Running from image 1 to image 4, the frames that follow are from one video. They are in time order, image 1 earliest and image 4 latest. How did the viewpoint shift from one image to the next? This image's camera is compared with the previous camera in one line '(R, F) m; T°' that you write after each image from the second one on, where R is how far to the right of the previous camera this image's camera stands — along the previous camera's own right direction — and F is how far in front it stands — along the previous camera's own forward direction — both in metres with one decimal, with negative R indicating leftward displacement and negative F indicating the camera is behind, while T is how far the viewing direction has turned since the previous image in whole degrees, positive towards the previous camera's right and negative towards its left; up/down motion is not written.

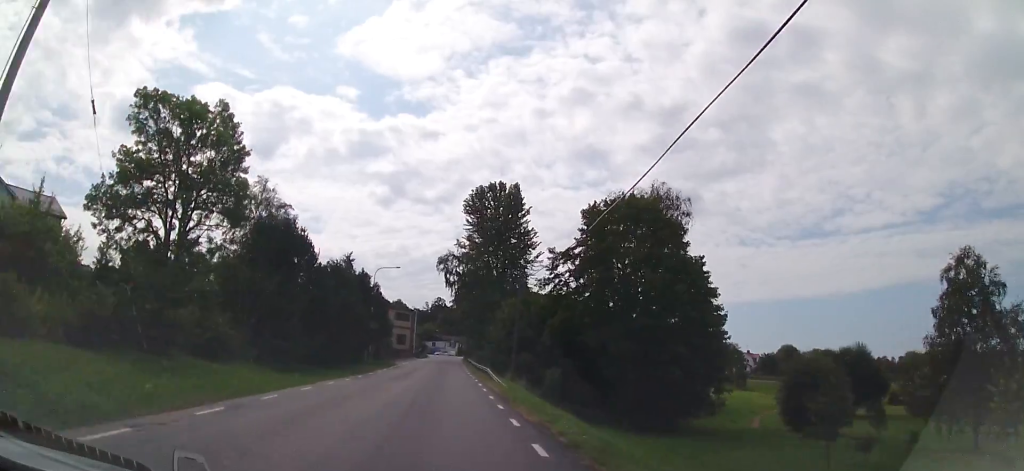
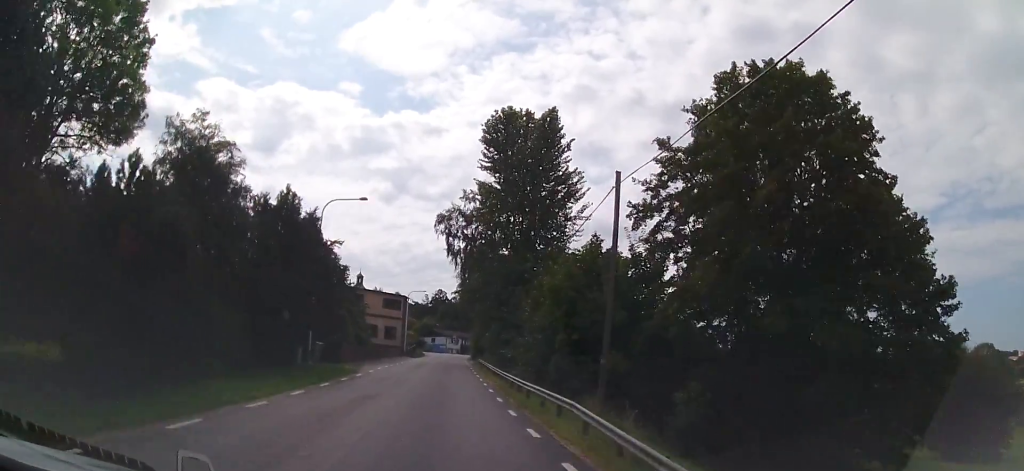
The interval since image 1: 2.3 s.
(+0.9, +19.8) m; +2°
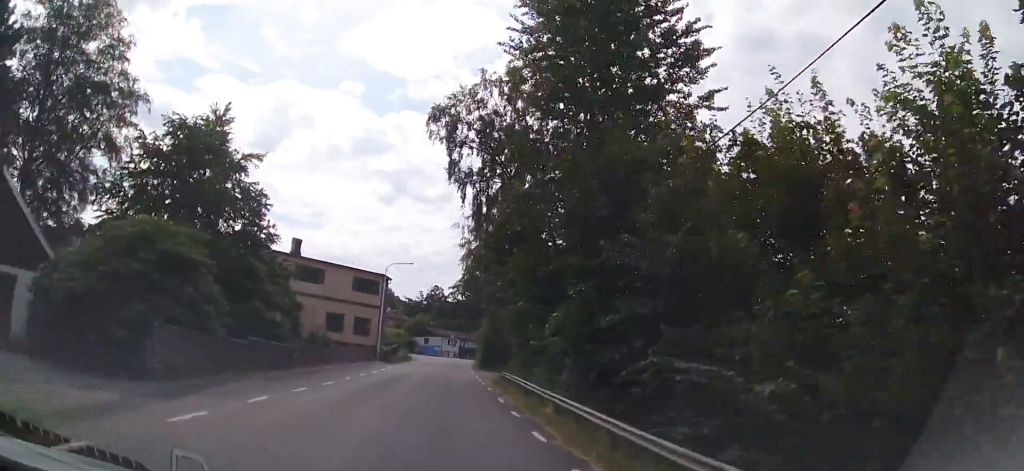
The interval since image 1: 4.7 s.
(-0.2, +20.6) m; +2°
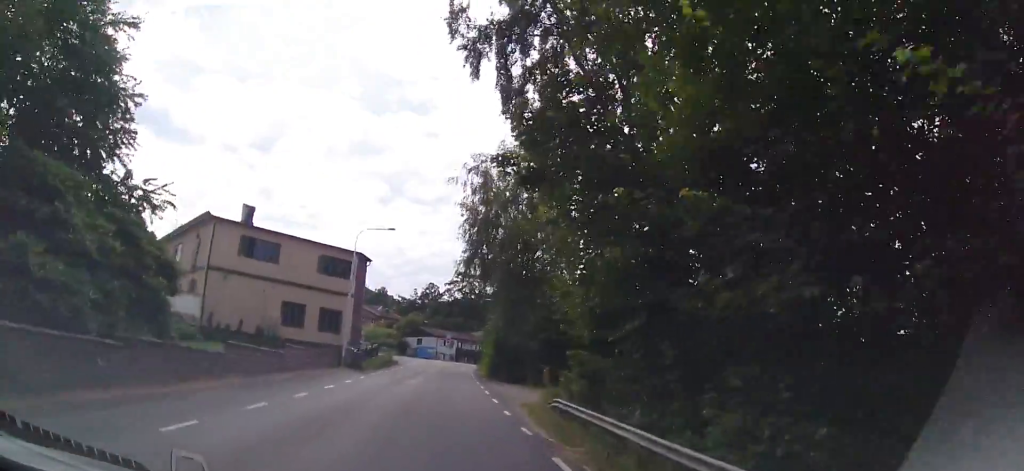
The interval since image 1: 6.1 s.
(+0.4, +11.8) m; +1°
